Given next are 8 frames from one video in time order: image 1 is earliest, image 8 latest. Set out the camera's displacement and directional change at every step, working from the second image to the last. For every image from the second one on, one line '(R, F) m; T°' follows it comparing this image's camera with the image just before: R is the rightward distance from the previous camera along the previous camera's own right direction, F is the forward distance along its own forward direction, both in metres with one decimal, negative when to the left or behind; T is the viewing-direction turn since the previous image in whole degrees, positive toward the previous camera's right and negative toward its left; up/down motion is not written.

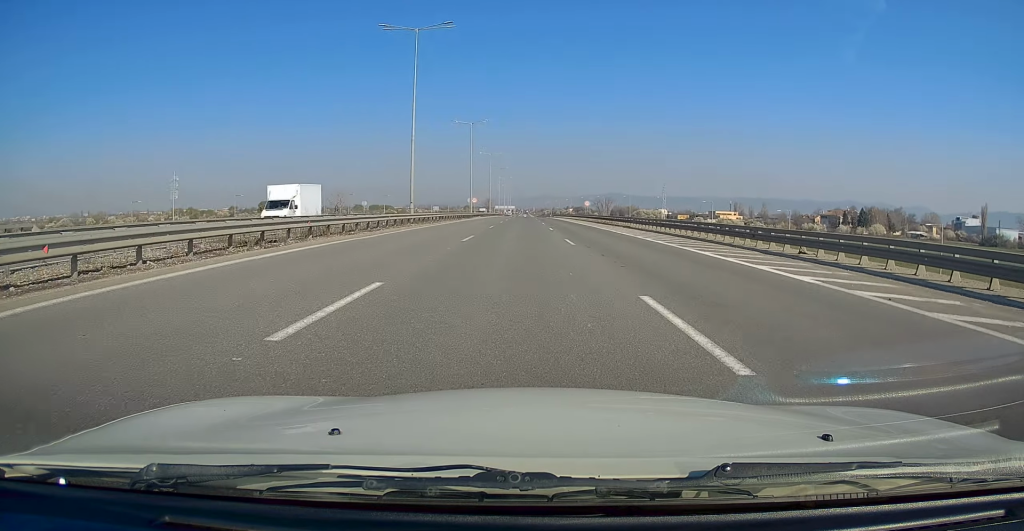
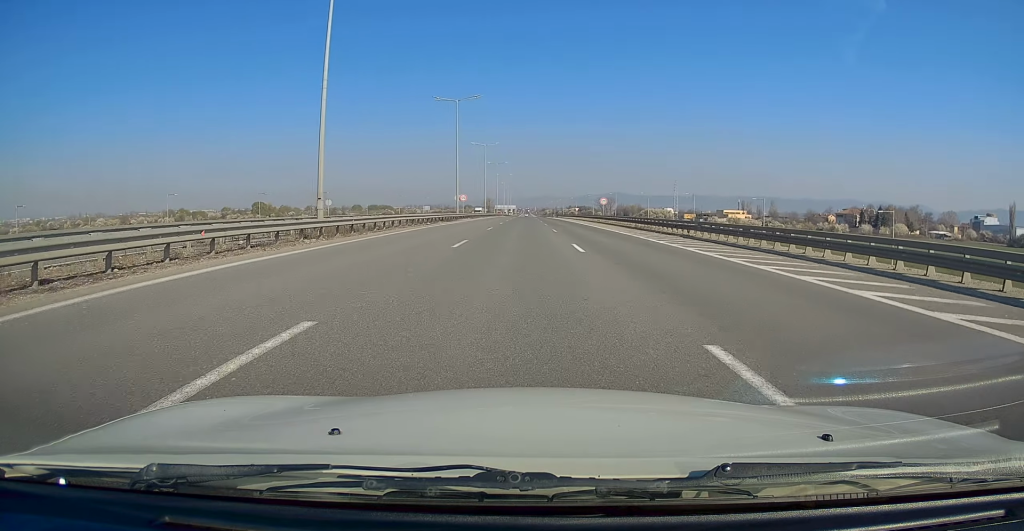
(-0.1, +19.0) m; 0°
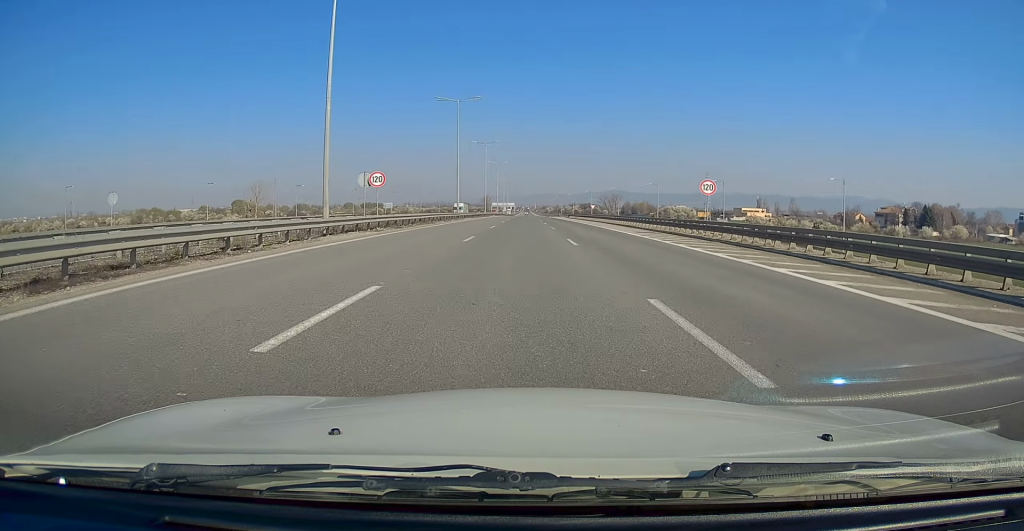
(+0.3, +45.4) m; 0°
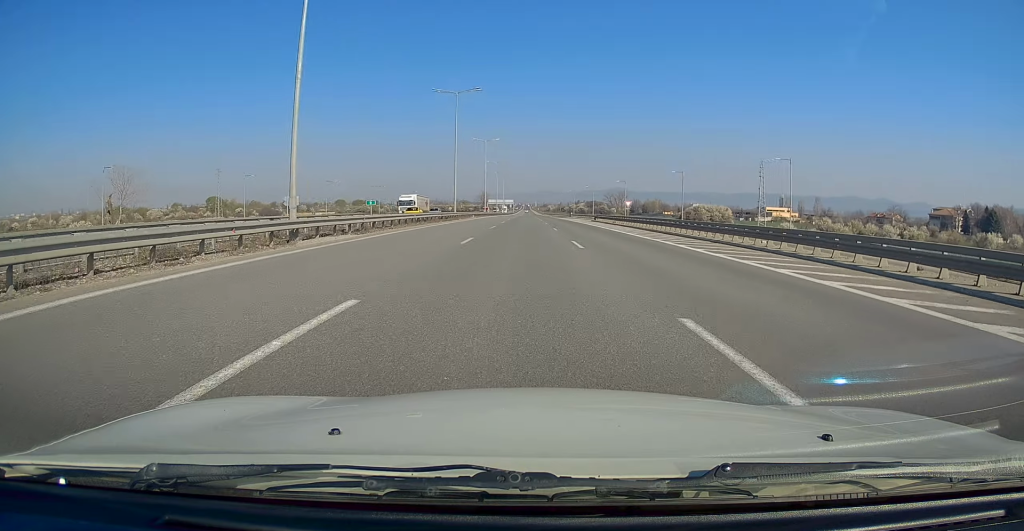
(-0.4, +49.5) m; 0°
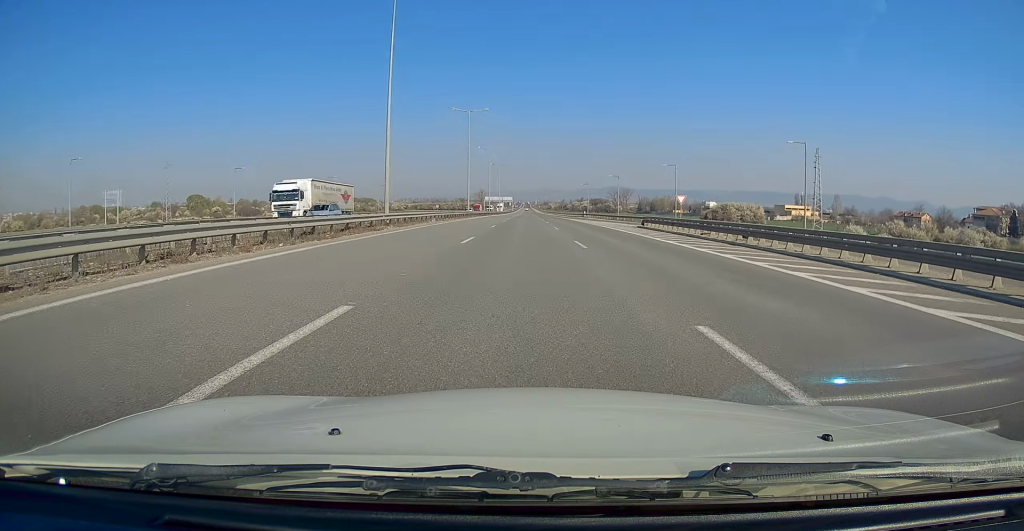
(+0.1, +32.6) m; 0°
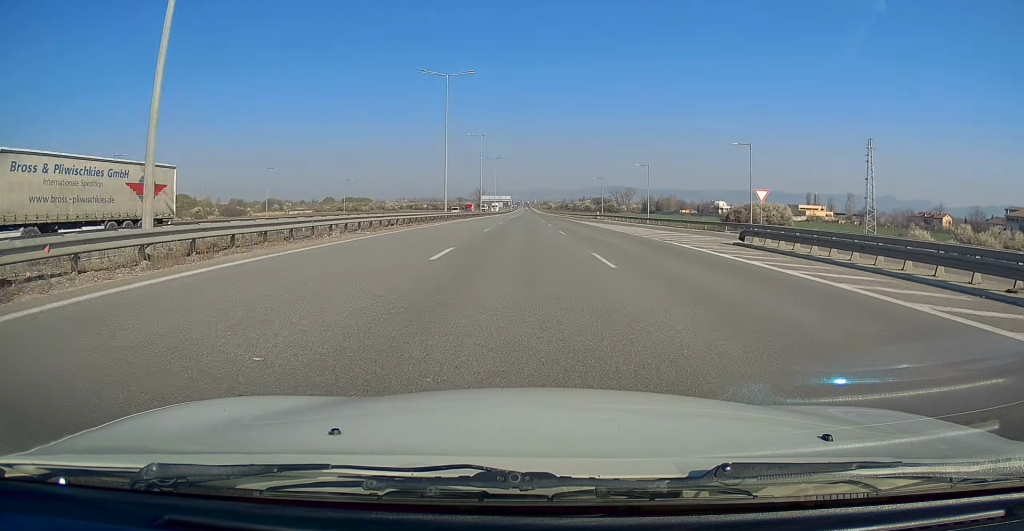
(0.0, +22.1) m; 0°
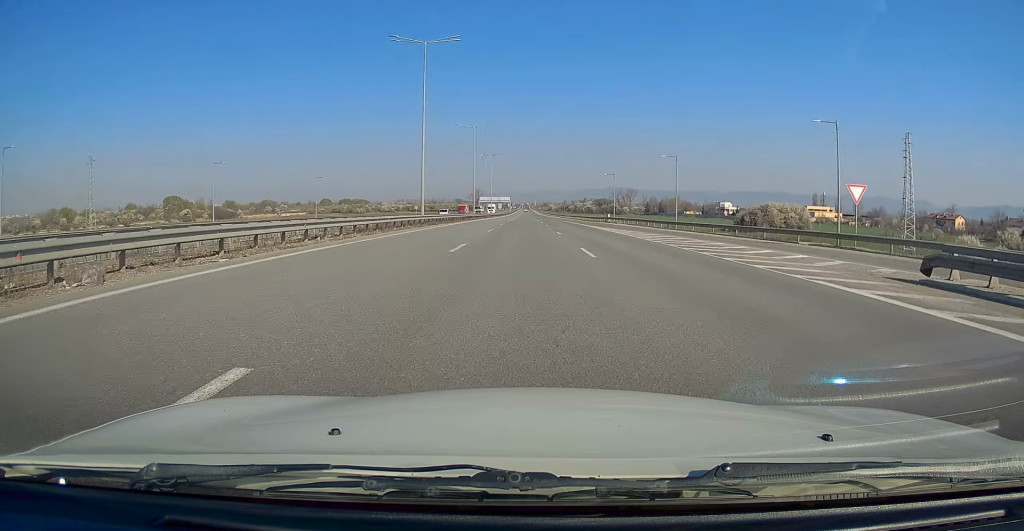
(0.0, +12.6) m; 0°
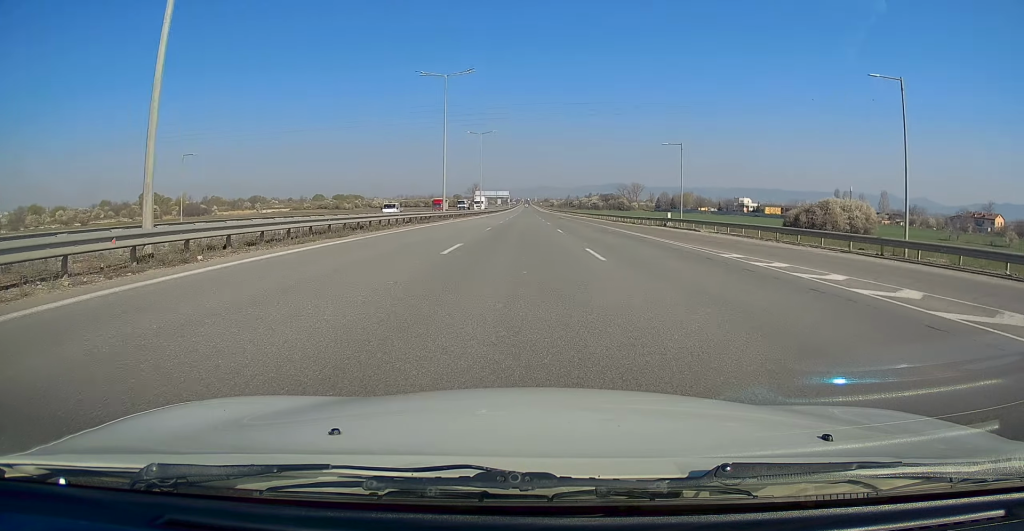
(-0.1, +33.7) m; 0°
